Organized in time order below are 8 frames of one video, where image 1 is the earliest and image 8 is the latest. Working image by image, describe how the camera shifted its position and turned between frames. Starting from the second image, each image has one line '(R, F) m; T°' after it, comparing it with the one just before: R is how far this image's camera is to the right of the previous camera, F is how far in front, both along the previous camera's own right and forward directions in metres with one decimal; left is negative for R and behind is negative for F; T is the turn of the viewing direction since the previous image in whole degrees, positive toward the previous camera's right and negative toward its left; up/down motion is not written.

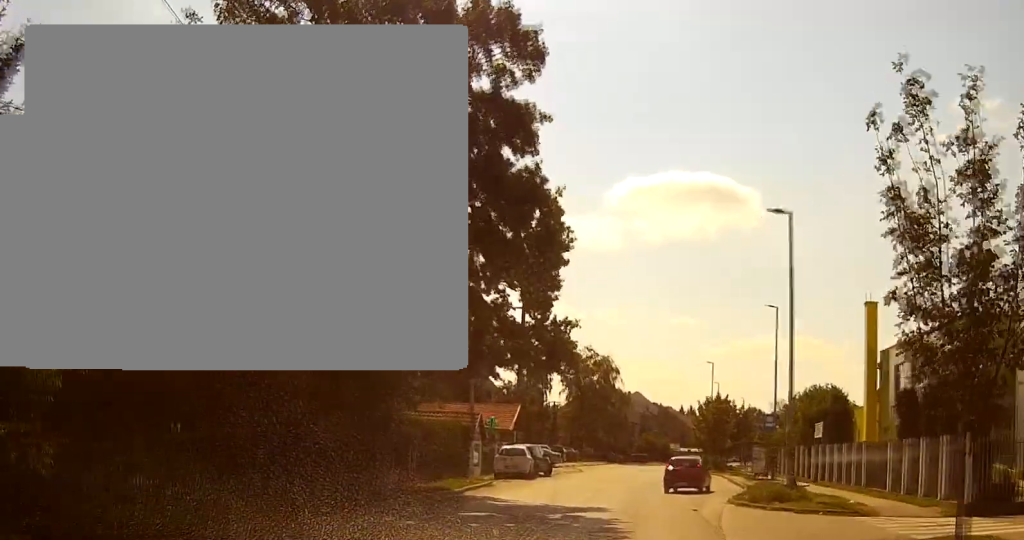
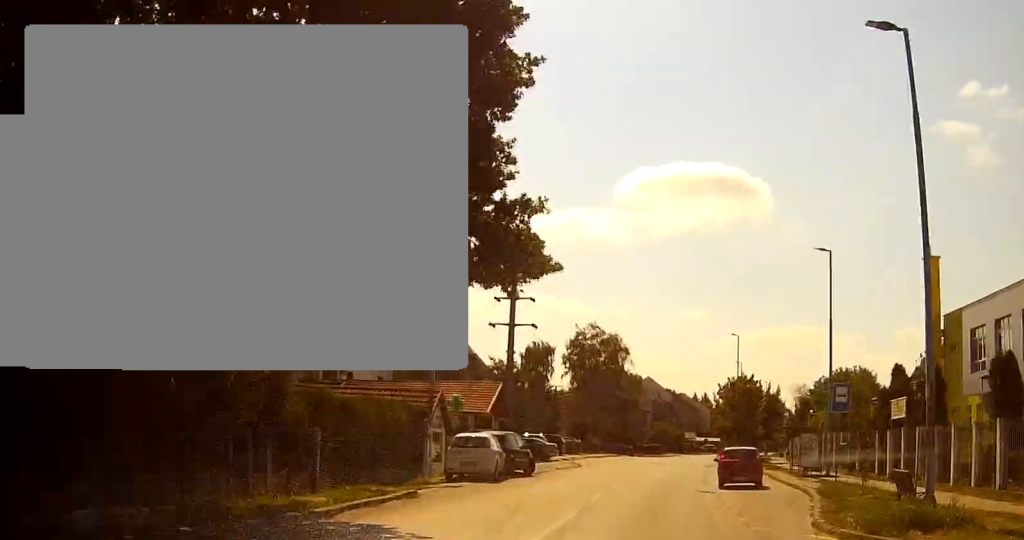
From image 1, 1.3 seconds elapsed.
(0.0, +12.6) m; -1°
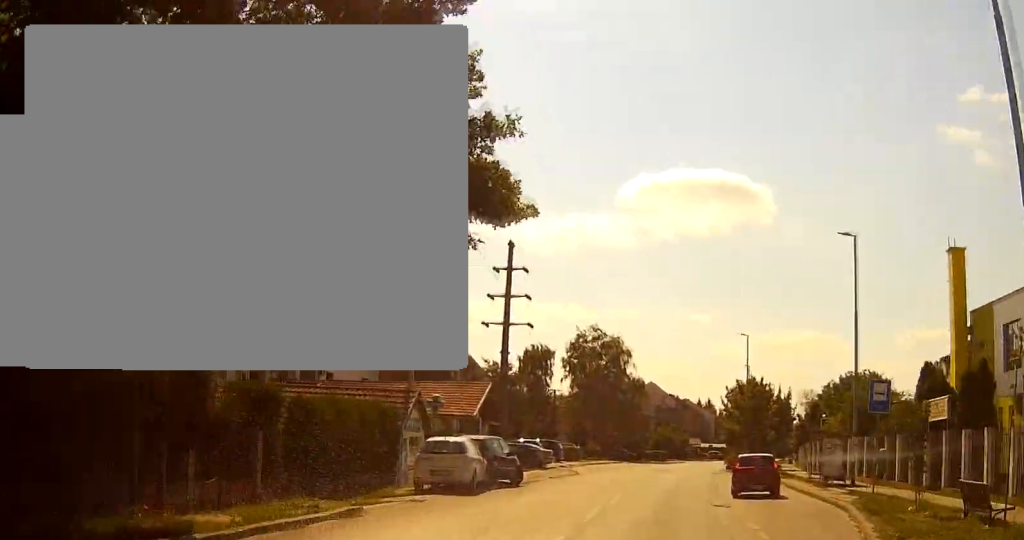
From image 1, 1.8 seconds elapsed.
(0.0, +4.4) m; 0°
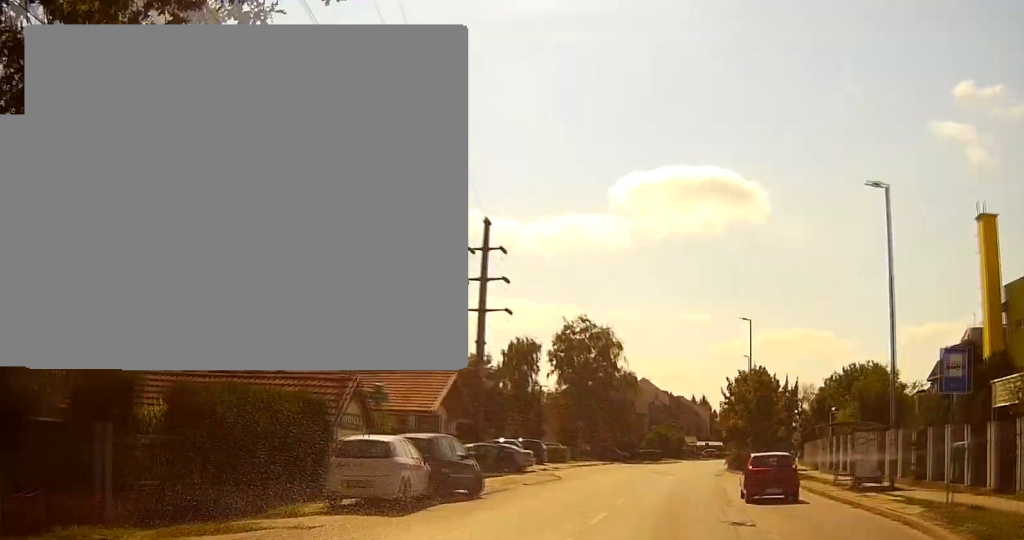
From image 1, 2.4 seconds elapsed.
(-0.1, +6.5) m; 0°
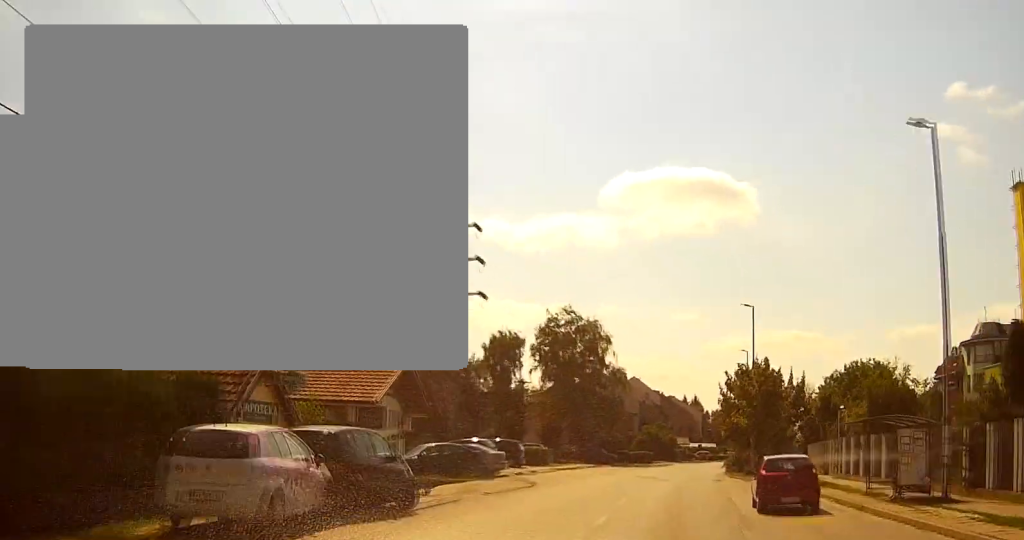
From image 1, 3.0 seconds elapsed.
(0.0, +6.2) m; +1°
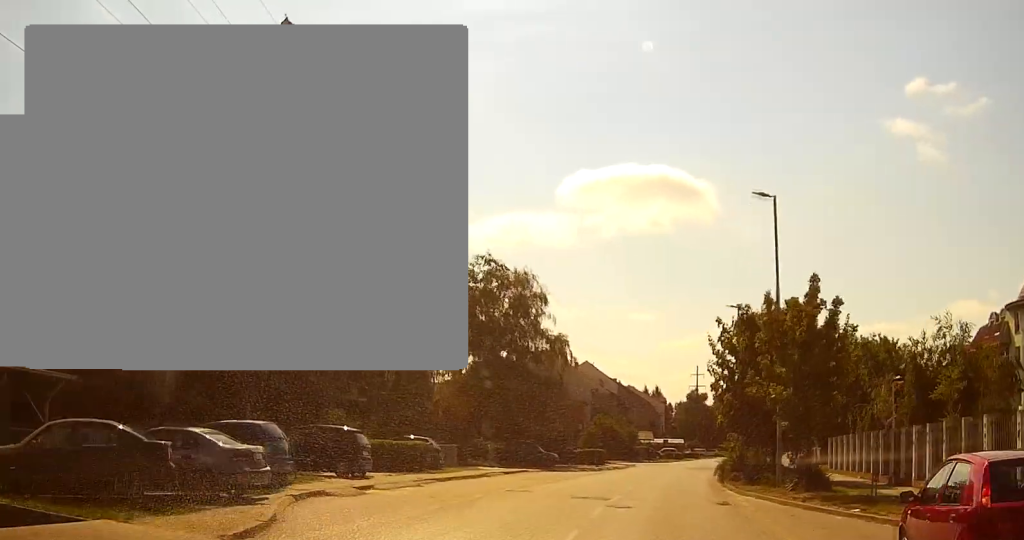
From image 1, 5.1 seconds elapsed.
(+0.8, +22.5) m; +4°
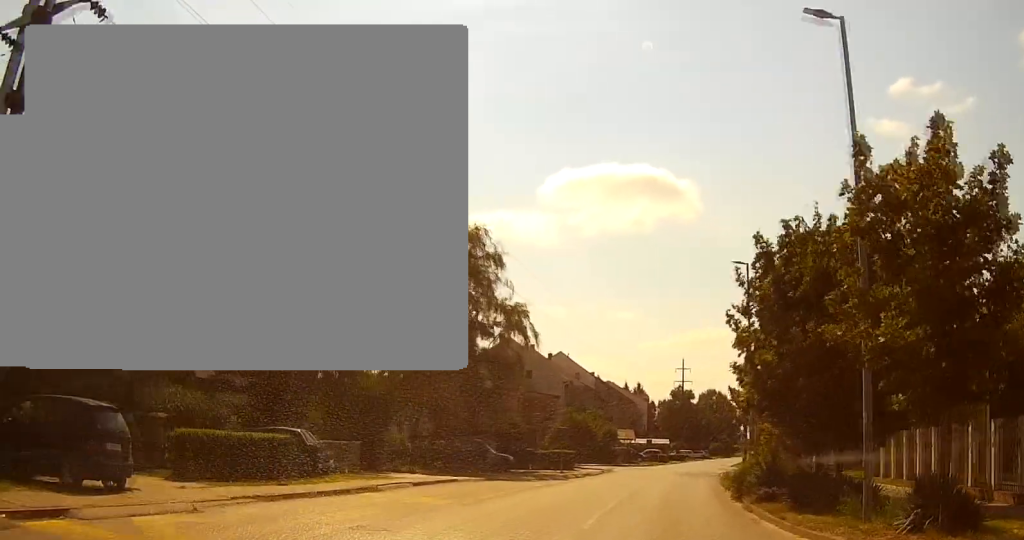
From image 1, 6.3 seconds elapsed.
(+0.3, +13.5) m; +2°
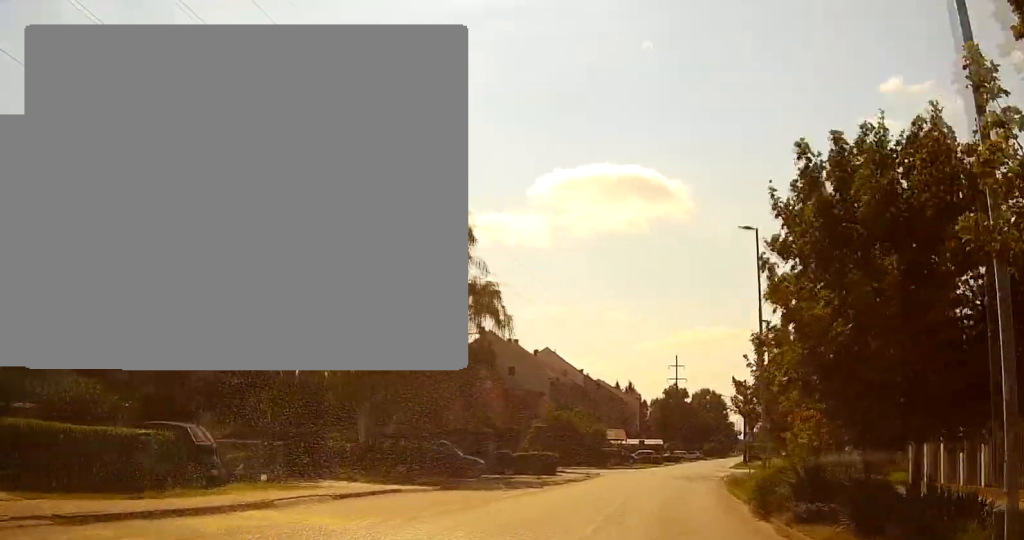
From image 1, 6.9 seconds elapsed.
(0.0, +6.9) m; 0°
